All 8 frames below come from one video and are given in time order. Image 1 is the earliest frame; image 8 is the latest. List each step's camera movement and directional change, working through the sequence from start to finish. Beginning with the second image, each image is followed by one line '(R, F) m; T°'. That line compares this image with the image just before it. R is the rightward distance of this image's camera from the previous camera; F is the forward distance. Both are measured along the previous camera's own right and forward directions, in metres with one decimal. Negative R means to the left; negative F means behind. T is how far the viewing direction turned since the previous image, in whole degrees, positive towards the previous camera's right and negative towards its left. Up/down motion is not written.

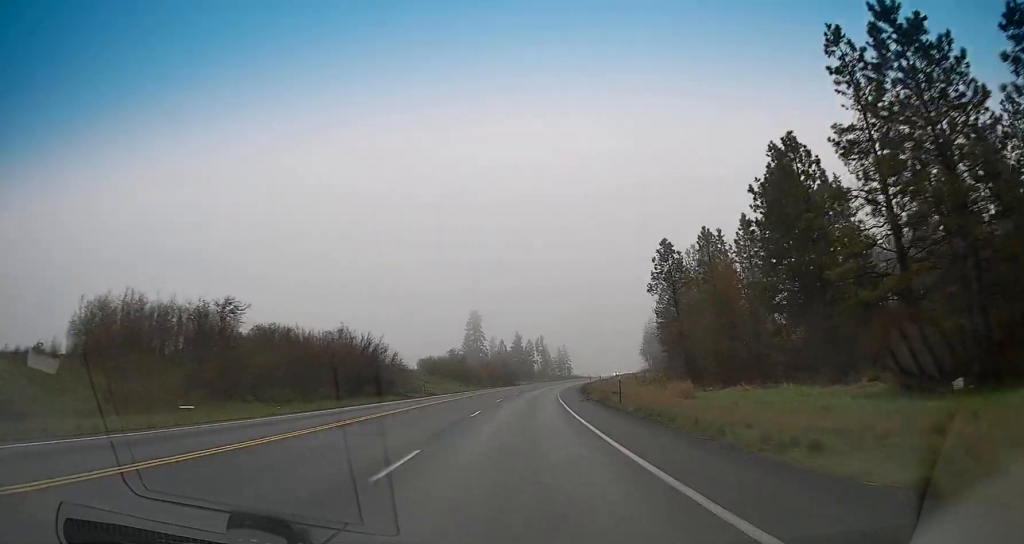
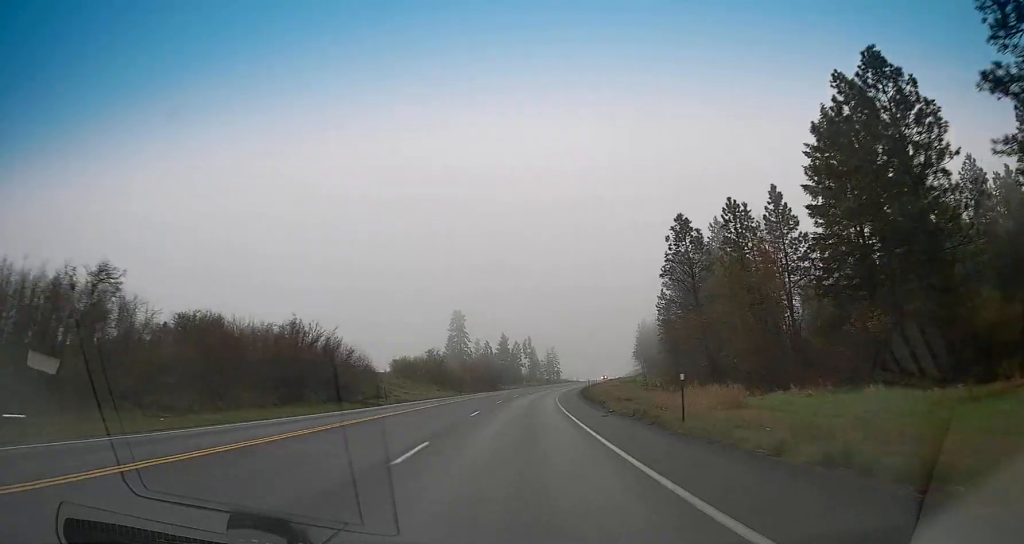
(+0.5, +13.3) m; +2°
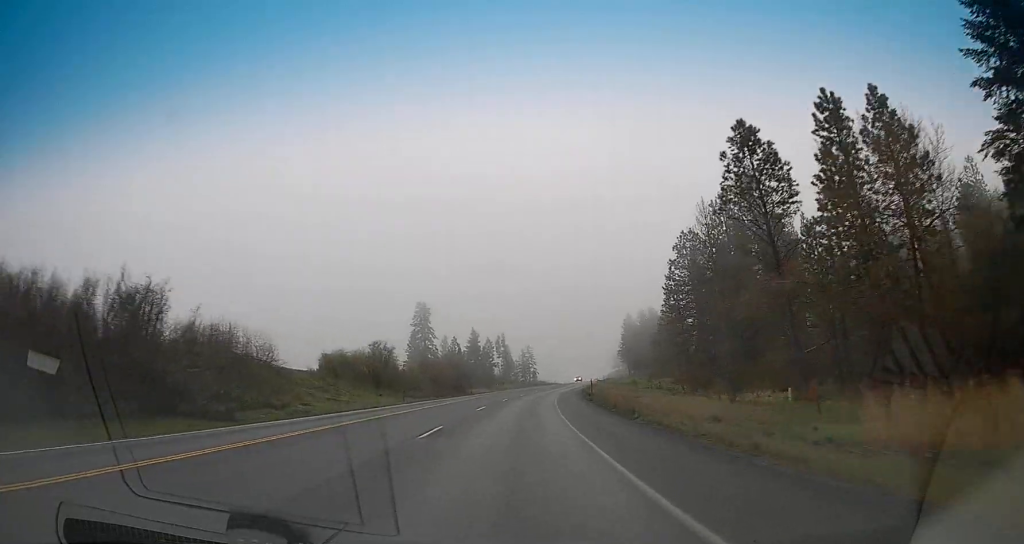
(+0.5, +24.9) m; +3°
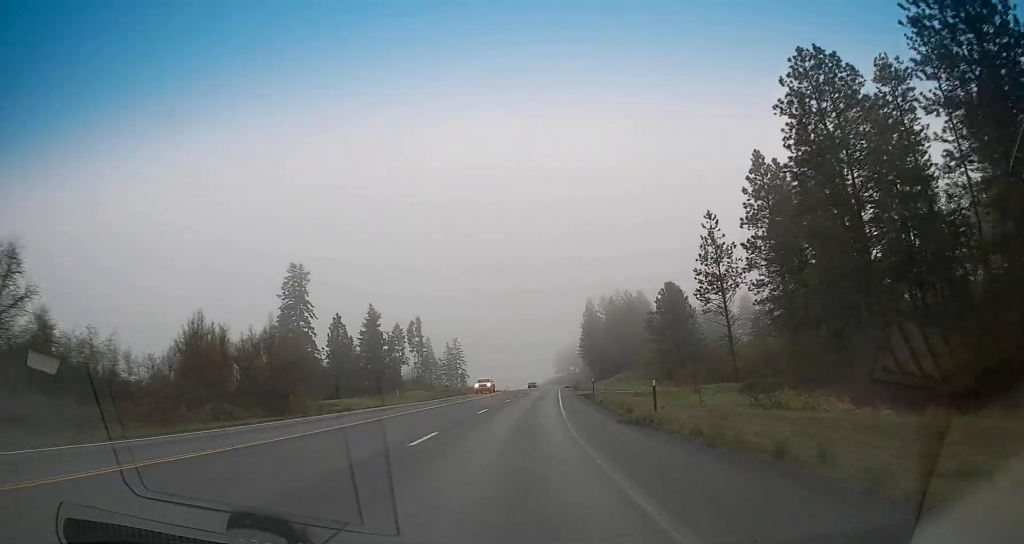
(+3.6, +61.2) m; +7°
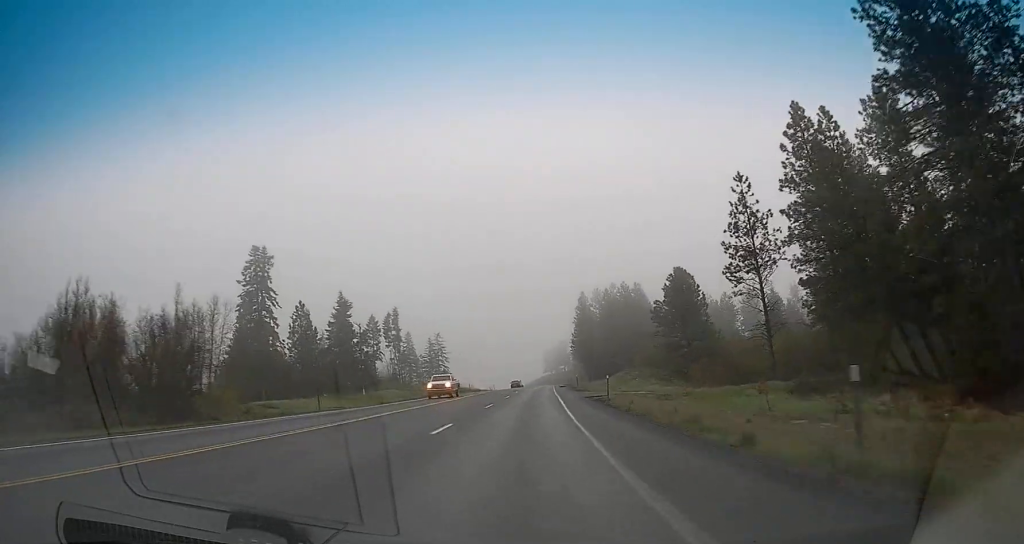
(+0.4, +13.3) m; +1°
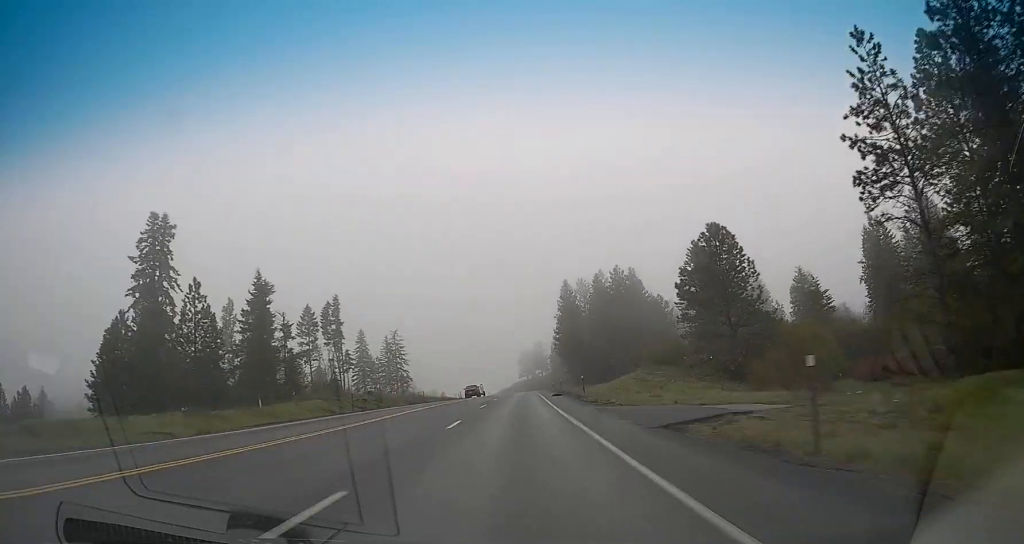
(+0.6, +26.7) m; +2°
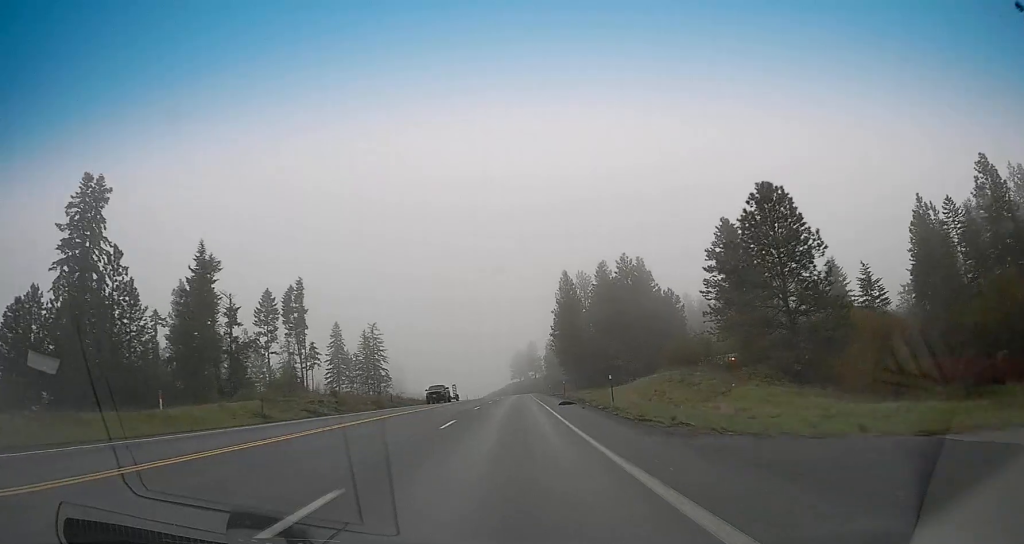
(+0.1, +15.1) m; +1°
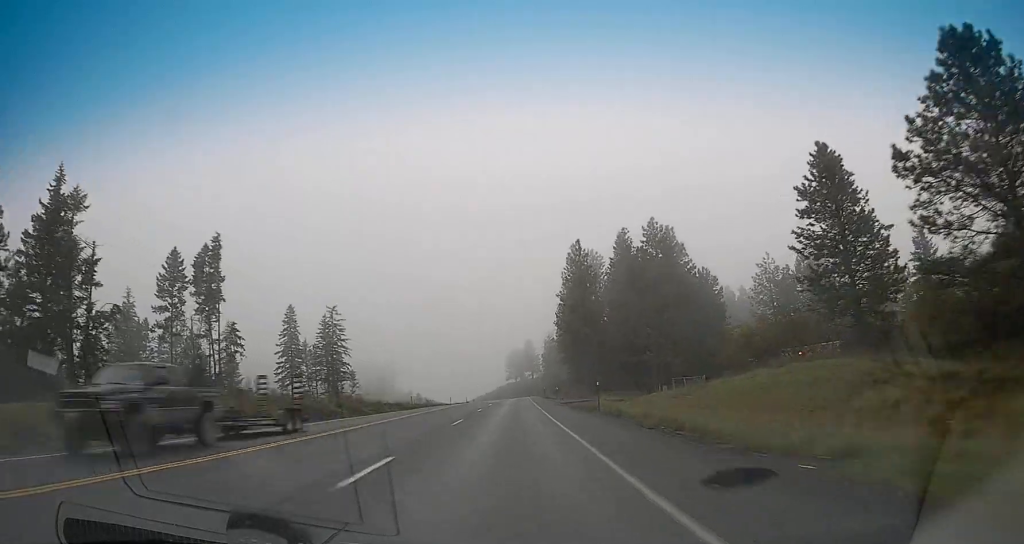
(+0.3, +25.9) m; +1°
